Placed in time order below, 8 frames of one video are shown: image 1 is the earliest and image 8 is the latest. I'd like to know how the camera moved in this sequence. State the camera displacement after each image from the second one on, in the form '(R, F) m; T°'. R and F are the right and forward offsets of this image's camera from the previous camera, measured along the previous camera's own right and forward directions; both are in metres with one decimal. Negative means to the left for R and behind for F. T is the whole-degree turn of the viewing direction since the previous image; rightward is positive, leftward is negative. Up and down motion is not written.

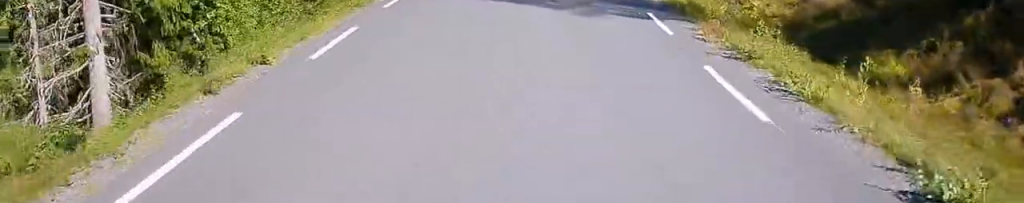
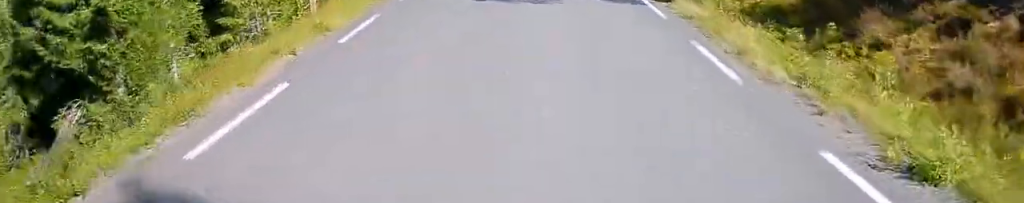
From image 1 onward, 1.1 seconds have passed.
(0.0, +16.0) m; 0°
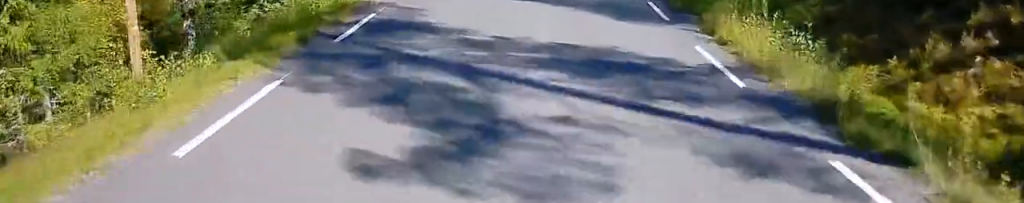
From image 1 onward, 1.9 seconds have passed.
(0.0, +12.0) m; 0°
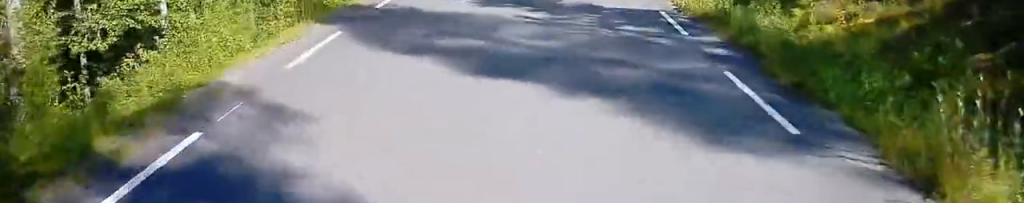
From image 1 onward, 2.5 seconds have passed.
(0.0, +8.1) m; 0°
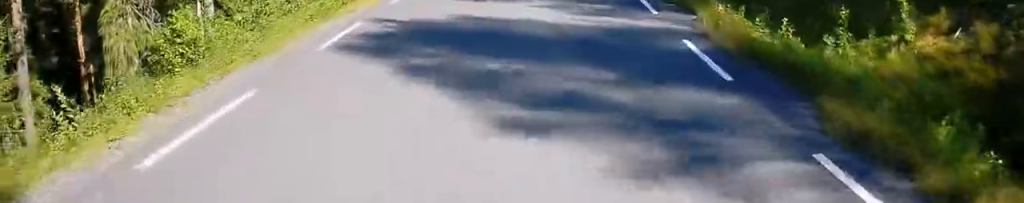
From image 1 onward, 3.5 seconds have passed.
(0.0, +15.7) m; 0°
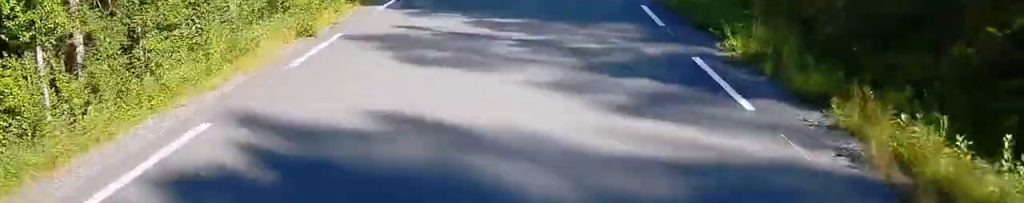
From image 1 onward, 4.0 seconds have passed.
(0.0, +7.3) m; 0°
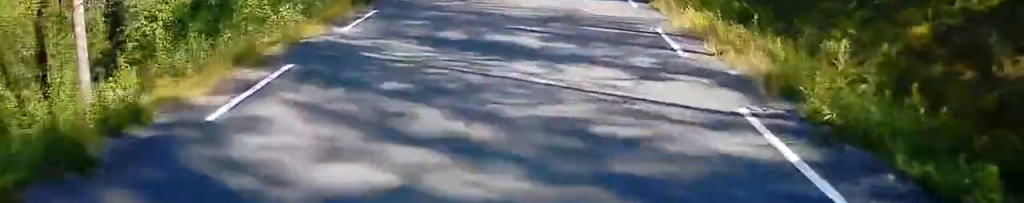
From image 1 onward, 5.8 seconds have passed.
(0.0, +26.5) m; 0°
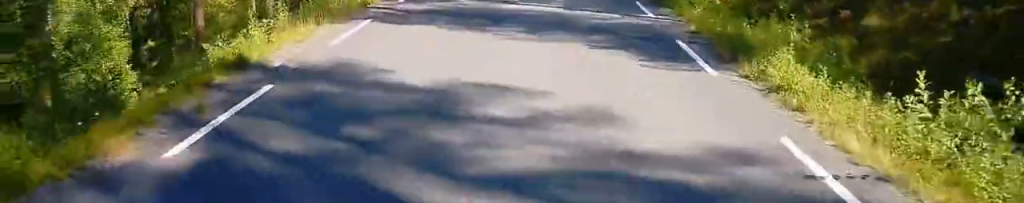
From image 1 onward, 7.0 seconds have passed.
(0.0, +18.8) m; 0°
